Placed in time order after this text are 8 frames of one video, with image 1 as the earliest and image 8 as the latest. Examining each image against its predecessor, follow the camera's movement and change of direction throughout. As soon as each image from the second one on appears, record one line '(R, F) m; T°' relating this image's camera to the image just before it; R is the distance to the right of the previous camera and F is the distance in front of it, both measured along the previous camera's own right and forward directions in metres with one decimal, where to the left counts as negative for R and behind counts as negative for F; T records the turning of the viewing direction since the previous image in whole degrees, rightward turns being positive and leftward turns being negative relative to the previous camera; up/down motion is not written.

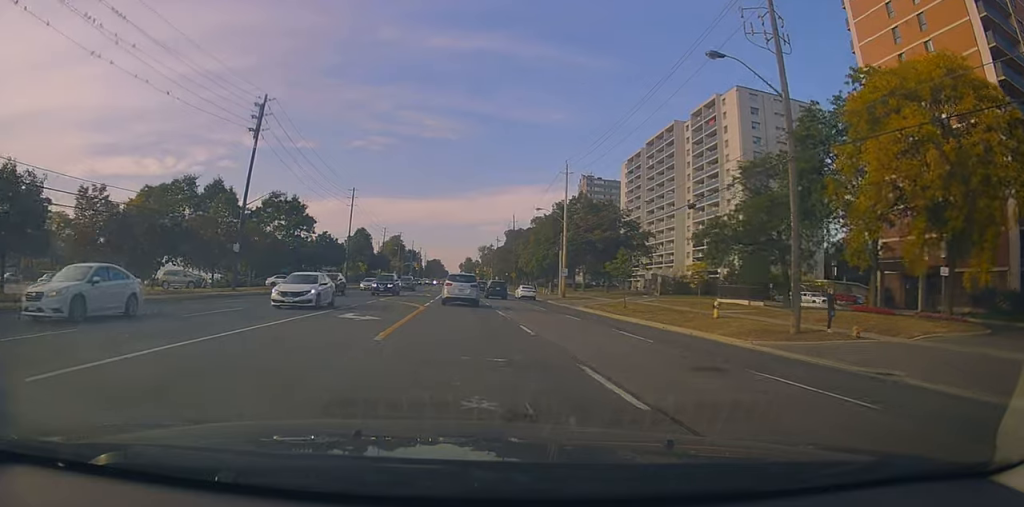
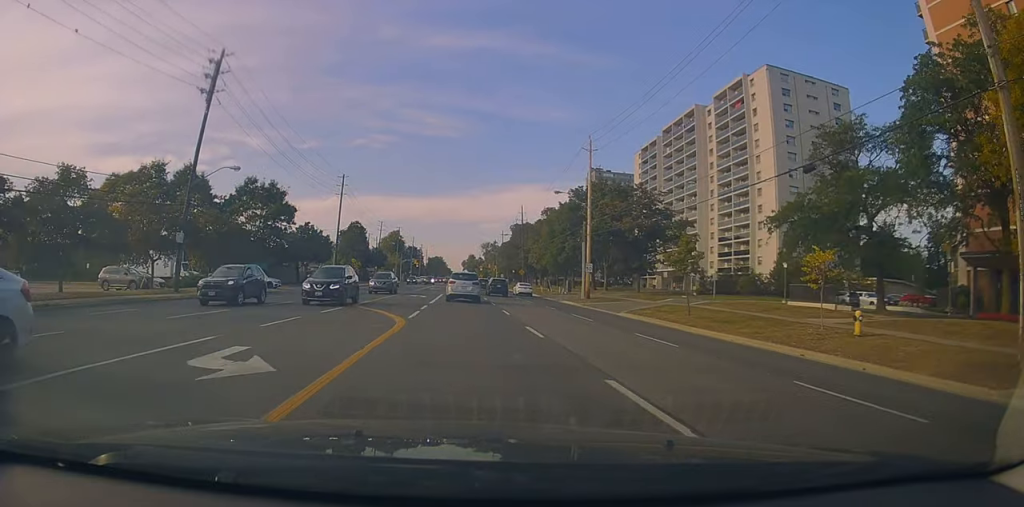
(-0.1, +10.3) m; +1°
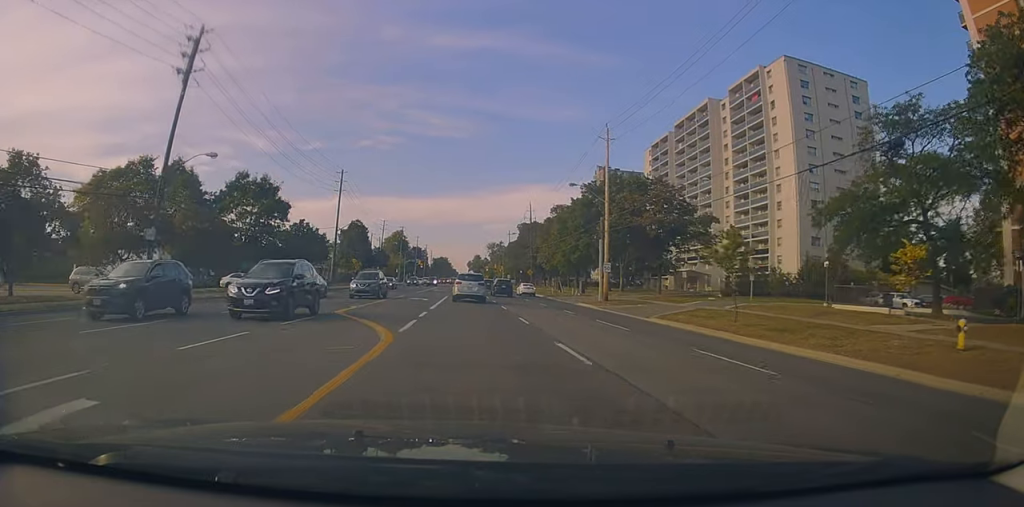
(+0.1, +4.5) m; +1°
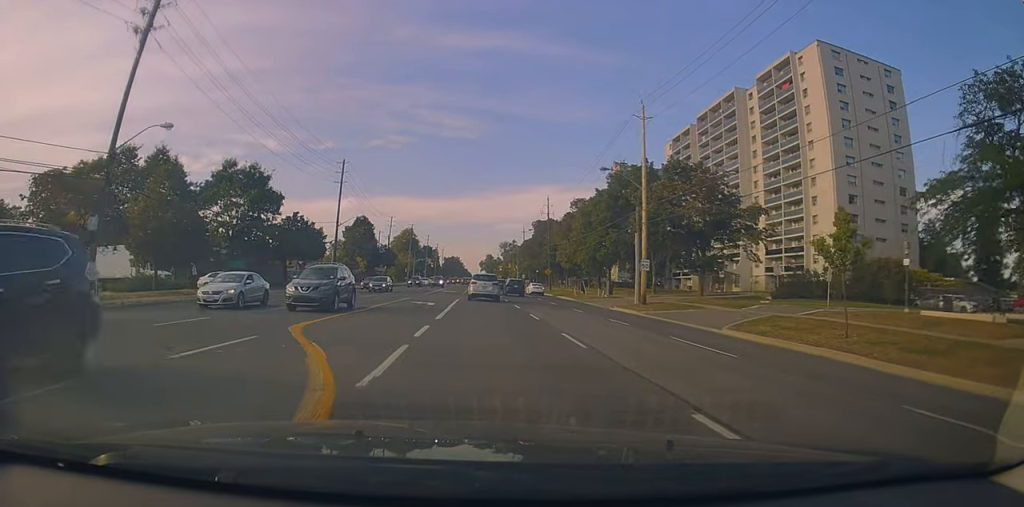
(+0.1, +7.2) m; +2°
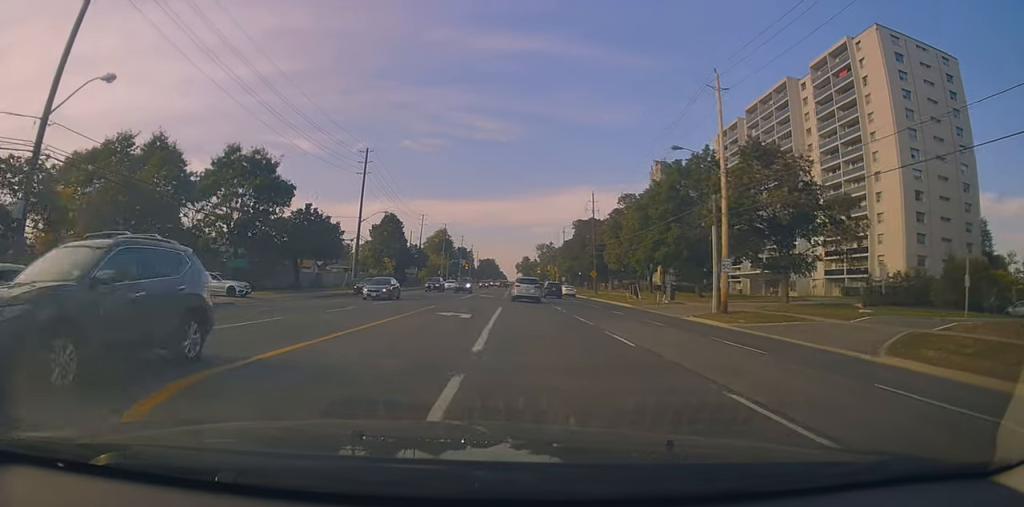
(+0.2, +8.5) m; -3°
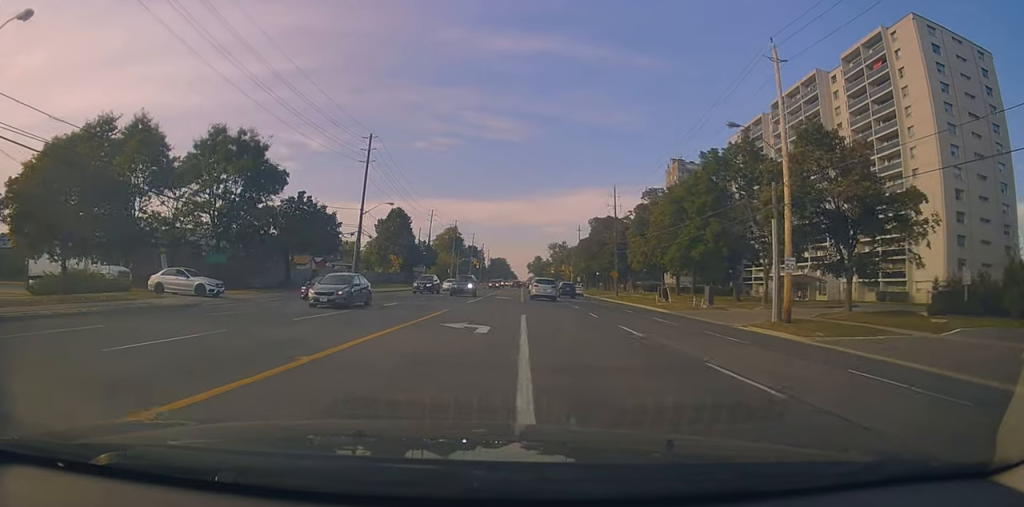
(-0.4, +6.6) m; -4°
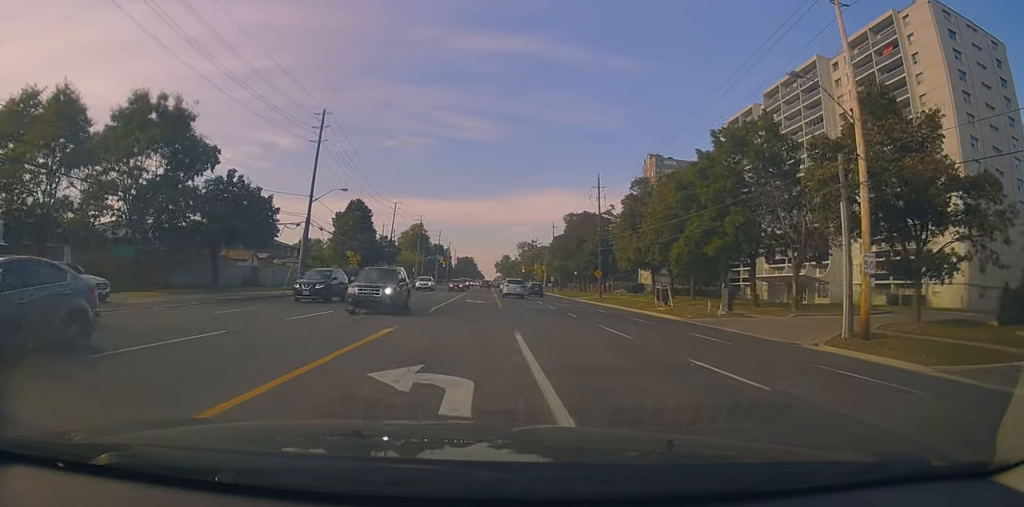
(-0.4, +9.3) m; -2°
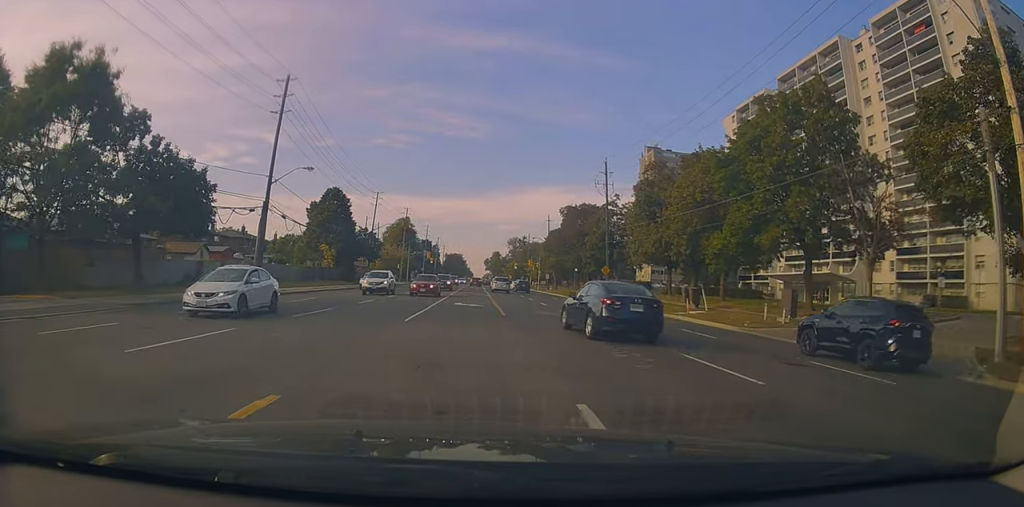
(+0.1, +9.9) m; +1°
